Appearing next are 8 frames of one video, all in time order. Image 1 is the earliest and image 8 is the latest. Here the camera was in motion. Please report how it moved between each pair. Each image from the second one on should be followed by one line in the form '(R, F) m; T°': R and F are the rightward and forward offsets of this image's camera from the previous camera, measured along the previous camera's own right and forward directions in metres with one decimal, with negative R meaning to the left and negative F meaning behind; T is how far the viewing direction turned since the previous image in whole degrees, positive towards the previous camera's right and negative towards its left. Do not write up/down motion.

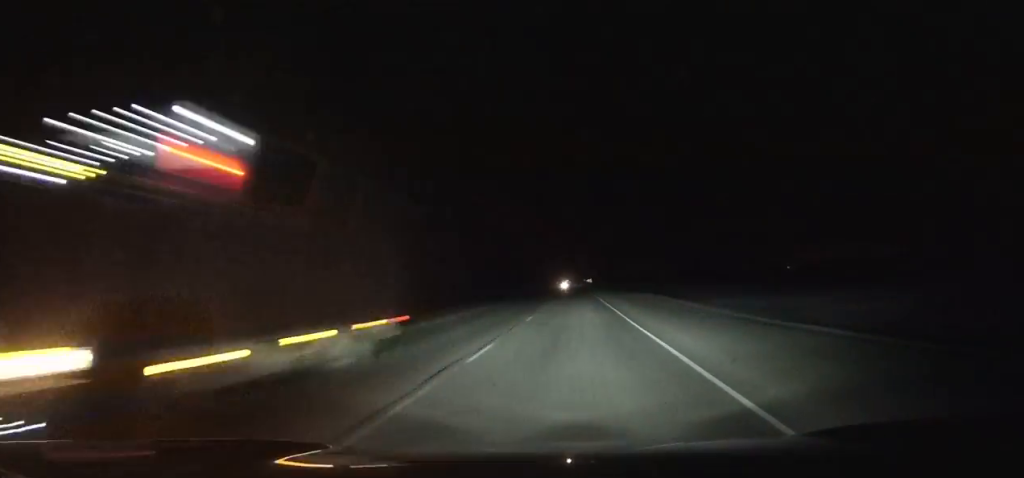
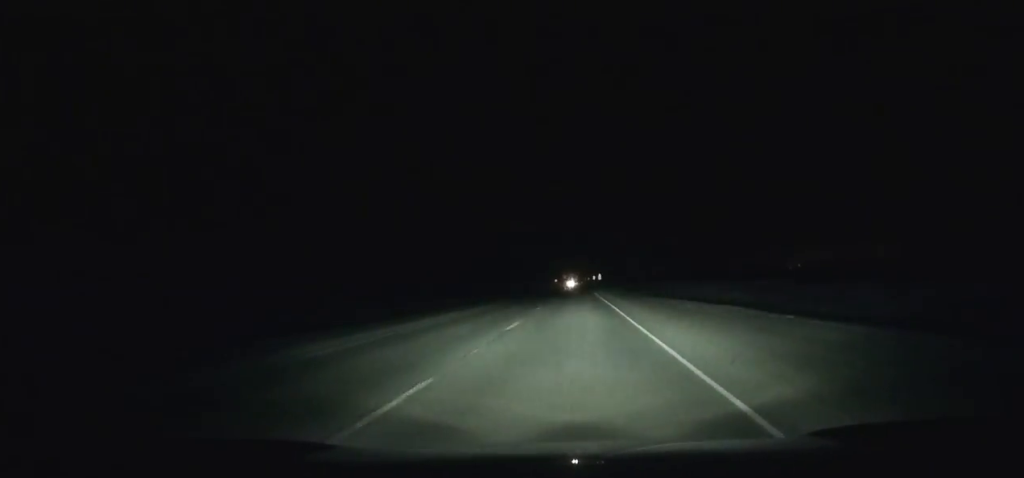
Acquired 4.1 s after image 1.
(-0.1, +113.8) m; 0°
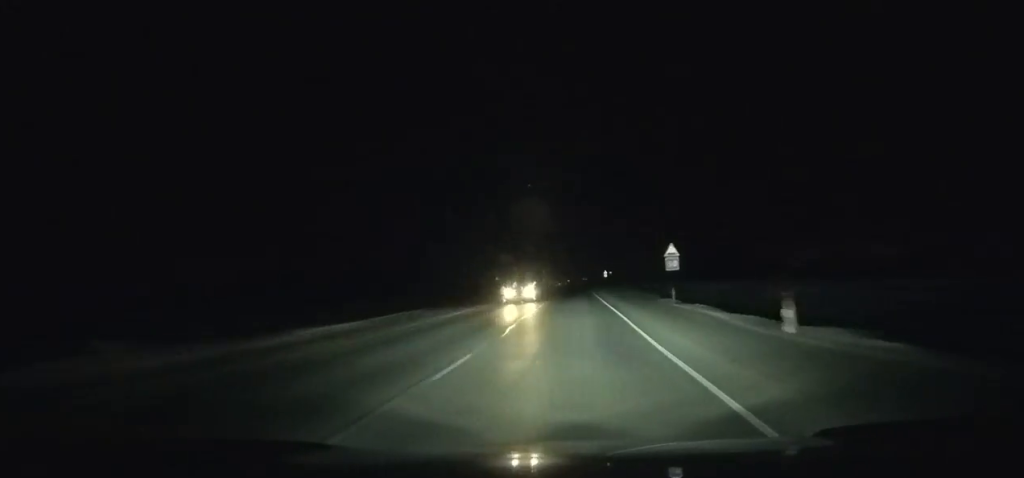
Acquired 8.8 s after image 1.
(+0.4, +127.8) m; 0°
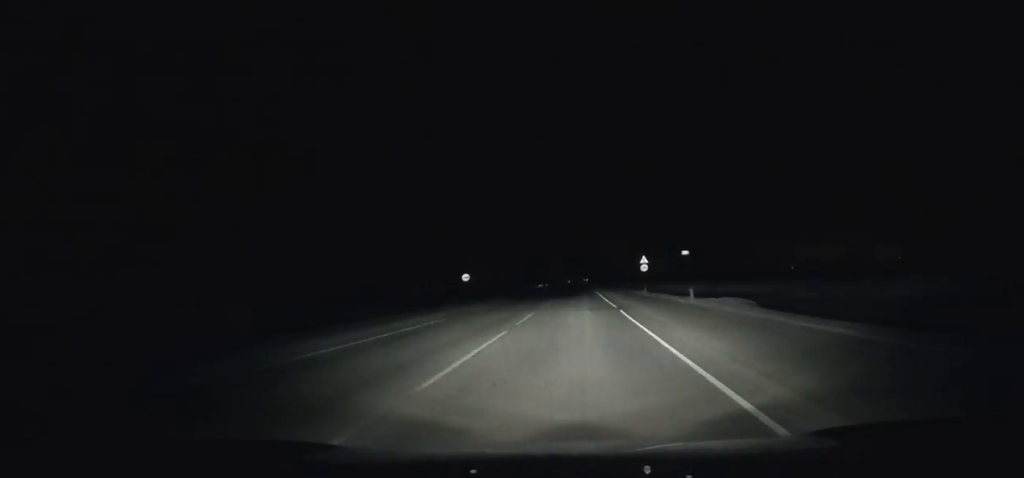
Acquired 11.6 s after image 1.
(0.0, +75.4) m; -1°
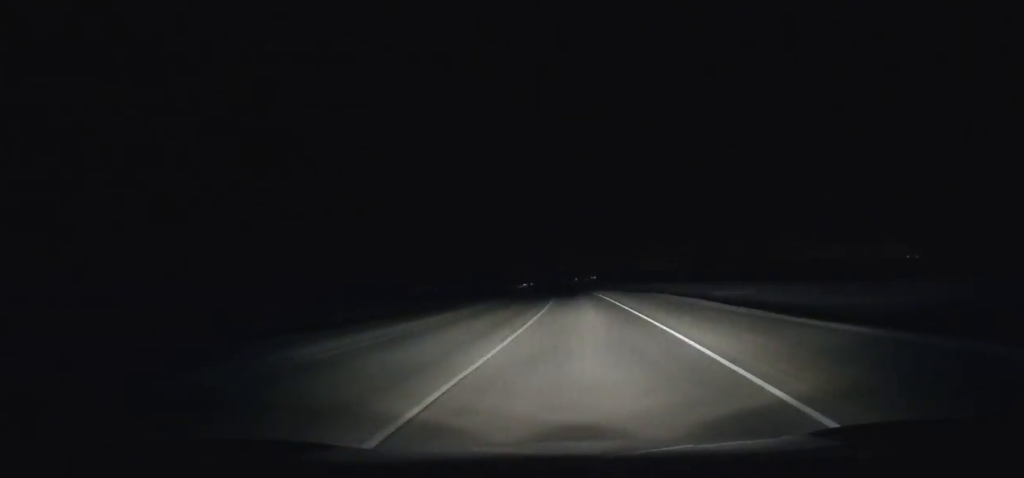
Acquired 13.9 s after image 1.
(-0.1, +61.9) m; -1°
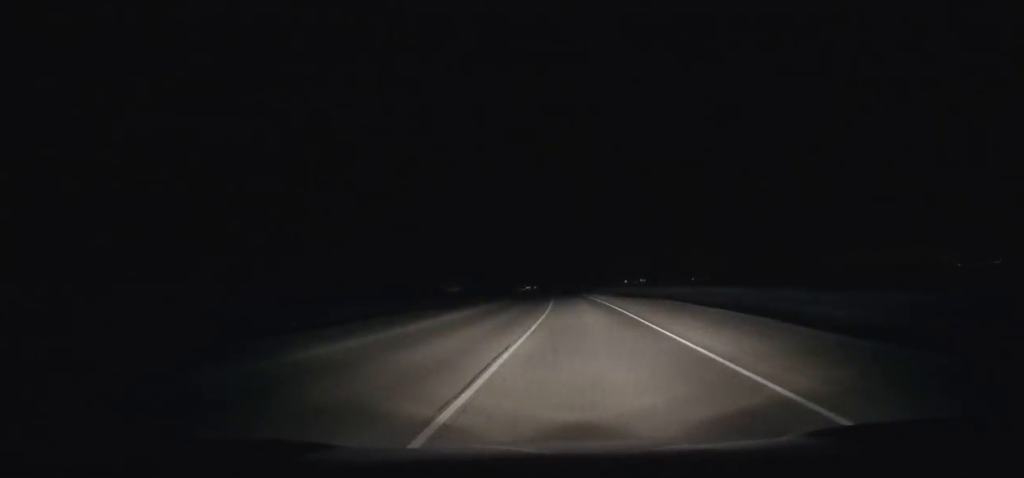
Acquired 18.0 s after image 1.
(-4.6, +111.8) m; -5°
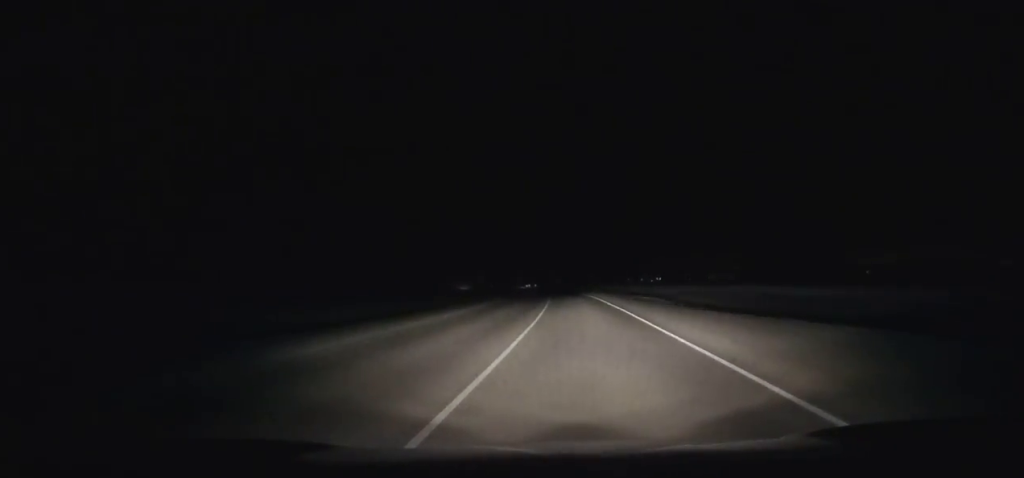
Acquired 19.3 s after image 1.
(-0.4, +35.9) m; -2°
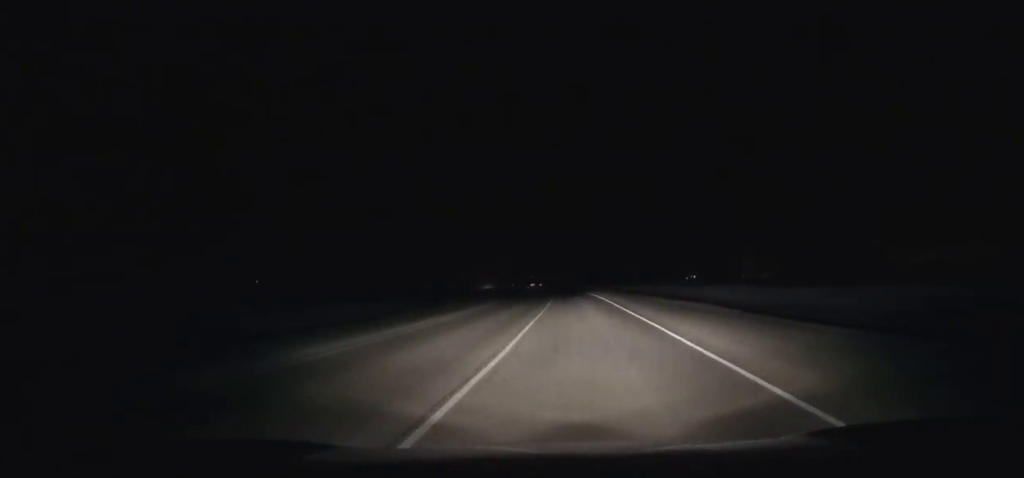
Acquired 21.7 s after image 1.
(-1.9, +66.8) m; -3°
